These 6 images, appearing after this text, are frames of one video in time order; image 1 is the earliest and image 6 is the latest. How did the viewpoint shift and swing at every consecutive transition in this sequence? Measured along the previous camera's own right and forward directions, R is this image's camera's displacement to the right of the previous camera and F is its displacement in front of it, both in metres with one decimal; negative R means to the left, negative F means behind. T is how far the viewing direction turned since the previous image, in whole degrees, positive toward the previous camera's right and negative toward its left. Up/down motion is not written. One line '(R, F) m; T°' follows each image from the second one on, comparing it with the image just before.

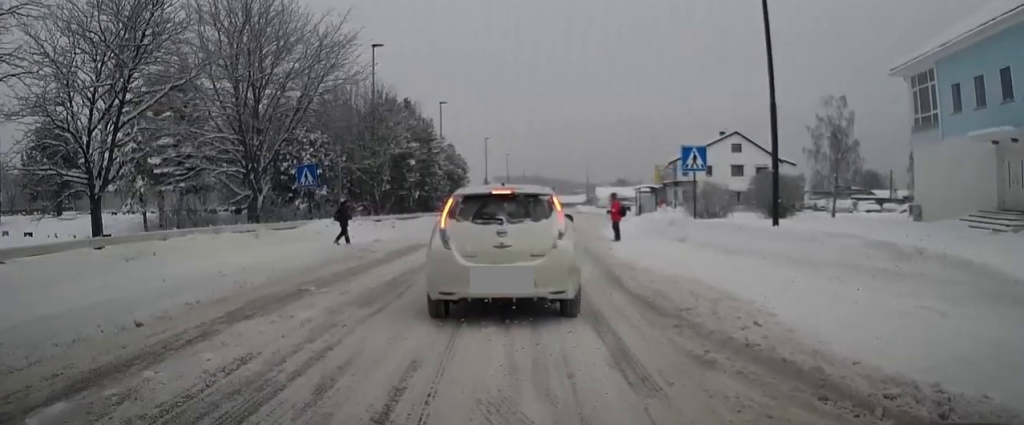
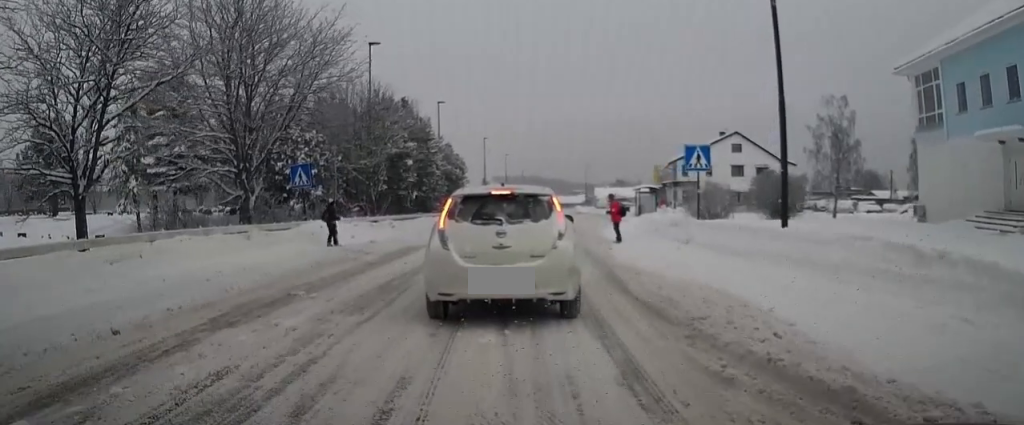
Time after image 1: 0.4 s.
(+0.2, +0.3) m; 0°
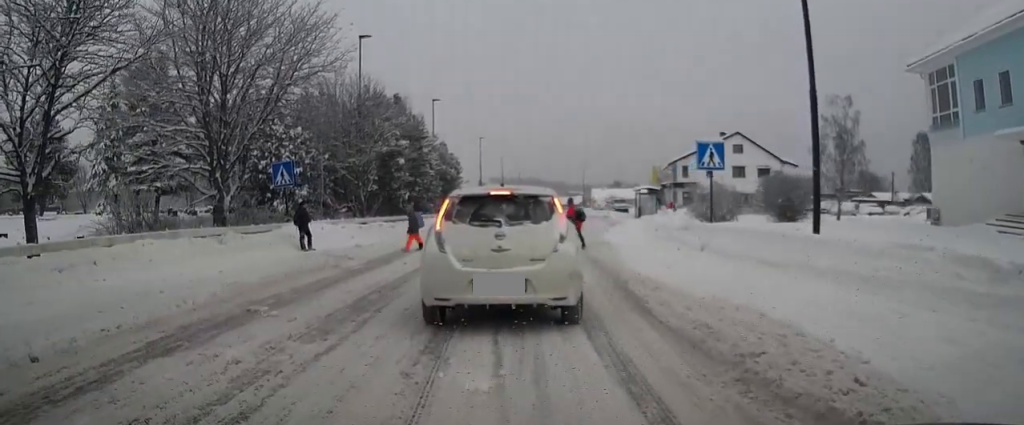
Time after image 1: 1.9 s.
(+0.5, +0.9) m; 0°
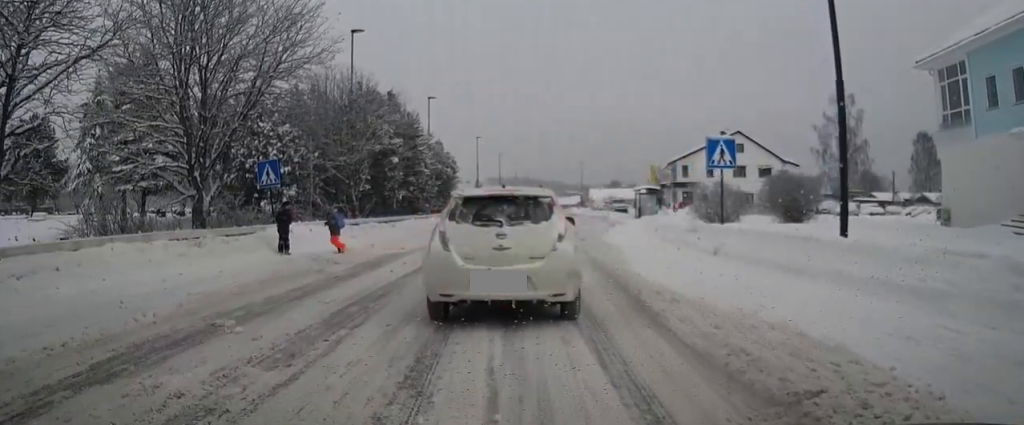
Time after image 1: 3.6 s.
(-0.3, +1.0) m; 0°
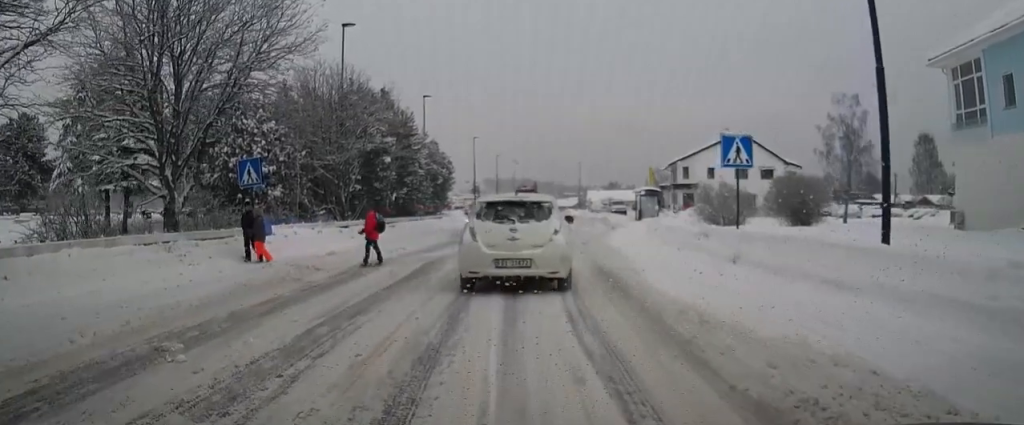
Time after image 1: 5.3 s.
(+0.3, +0.9) m; 0°
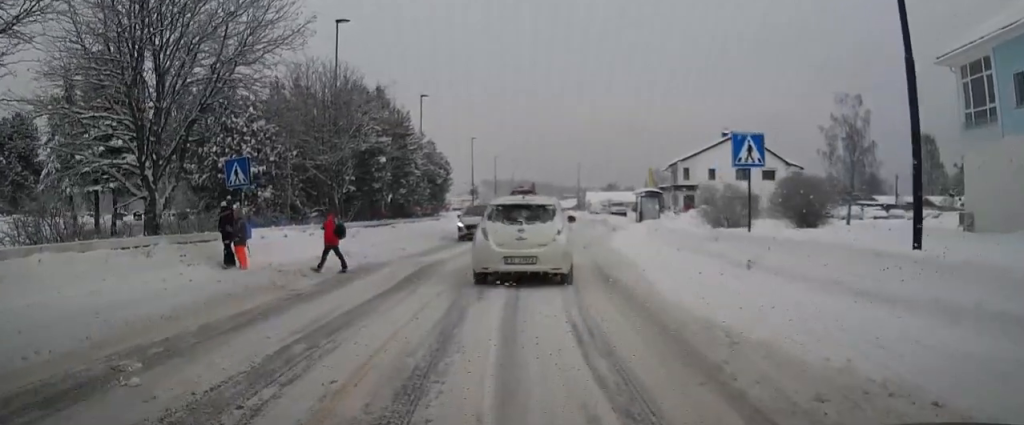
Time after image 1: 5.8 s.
(0.0, +0.3) m; +2°
